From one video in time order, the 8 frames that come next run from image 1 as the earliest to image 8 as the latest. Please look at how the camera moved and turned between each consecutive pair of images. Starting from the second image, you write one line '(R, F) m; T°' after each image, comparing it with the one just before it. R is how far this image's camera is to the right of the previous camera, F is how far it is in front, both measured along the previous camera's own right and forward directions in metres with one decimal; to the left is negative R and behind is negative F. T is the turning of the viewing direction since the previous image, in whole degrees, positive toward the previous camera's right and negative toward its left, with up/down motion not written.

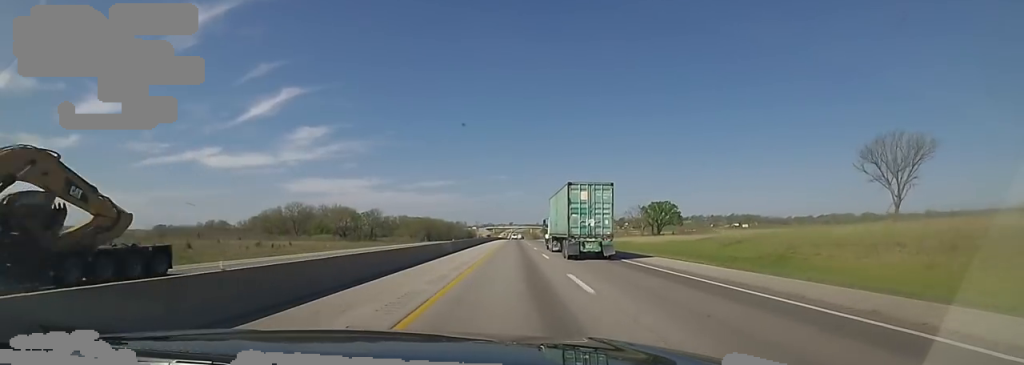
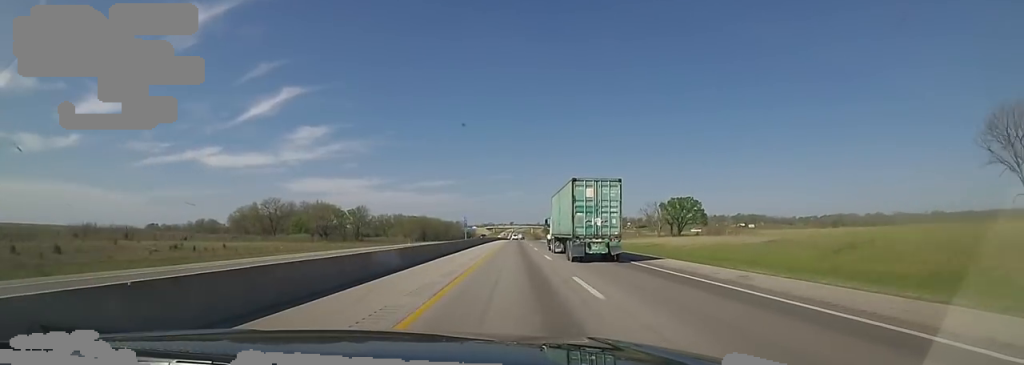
(+0.2, +16.0) m; -1°
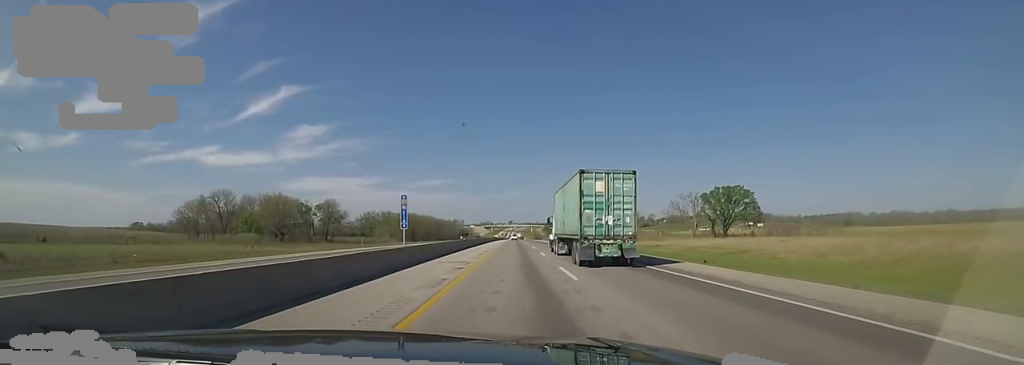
(-0.6, +25.8) m; 0°
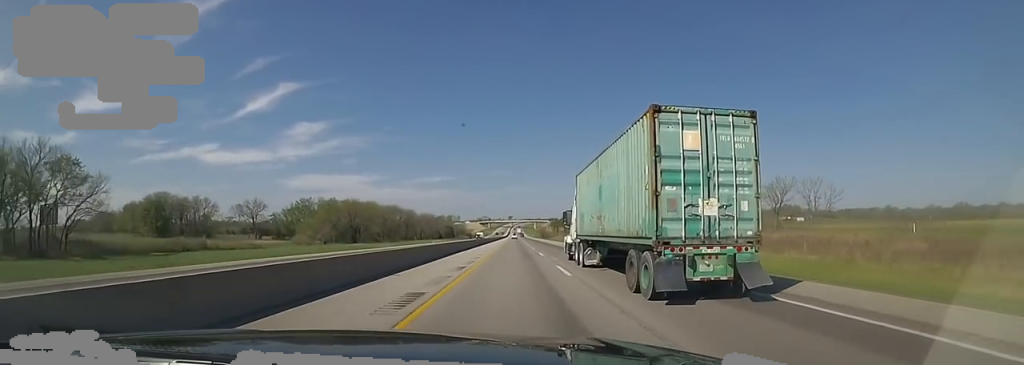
(+1.9, +88.6) m; 0°
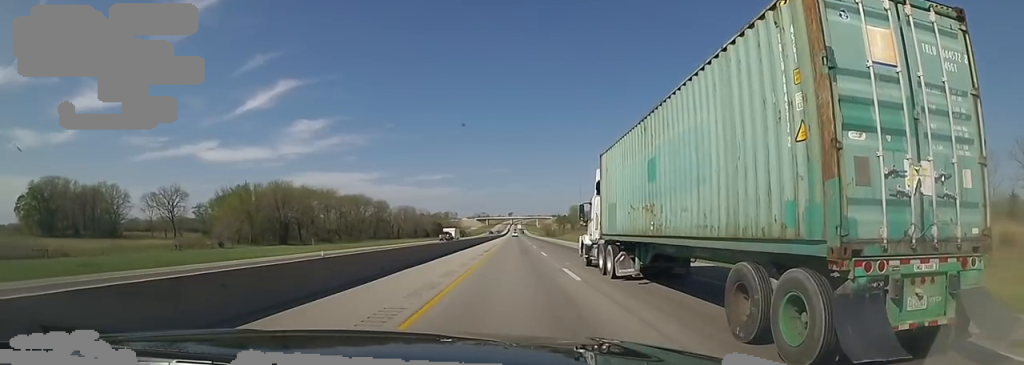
(-0.7, +47.5) m; +1°
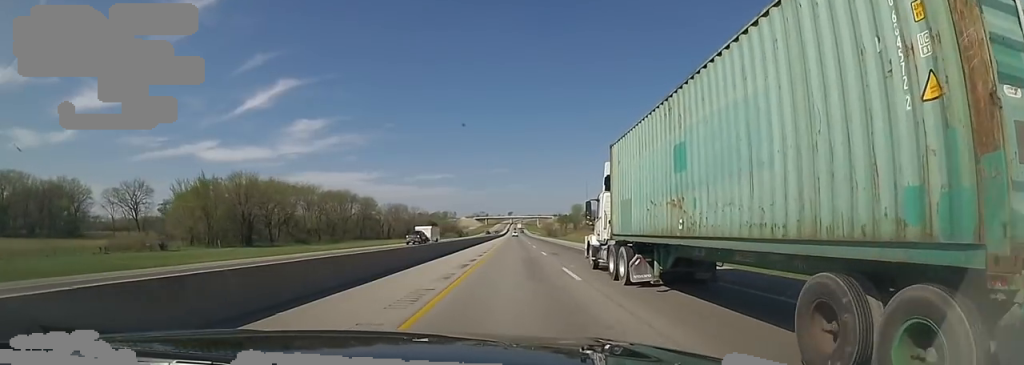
(+0.8, +15.1) m; 0°
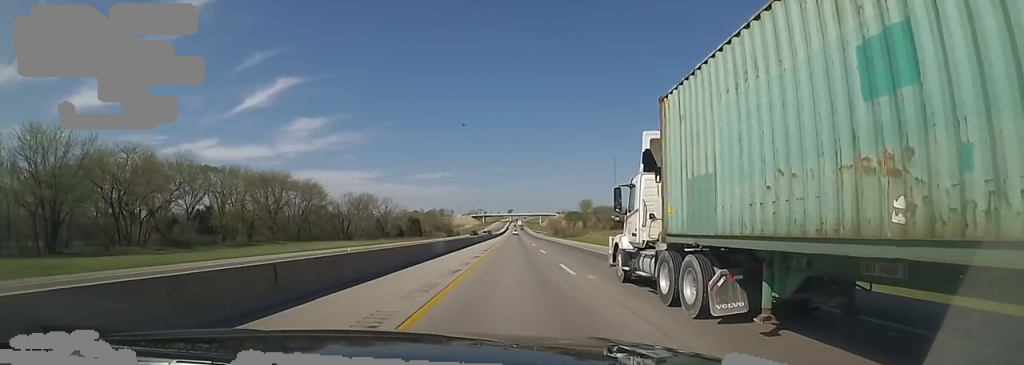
(-0.7, +44.1) m; -2°
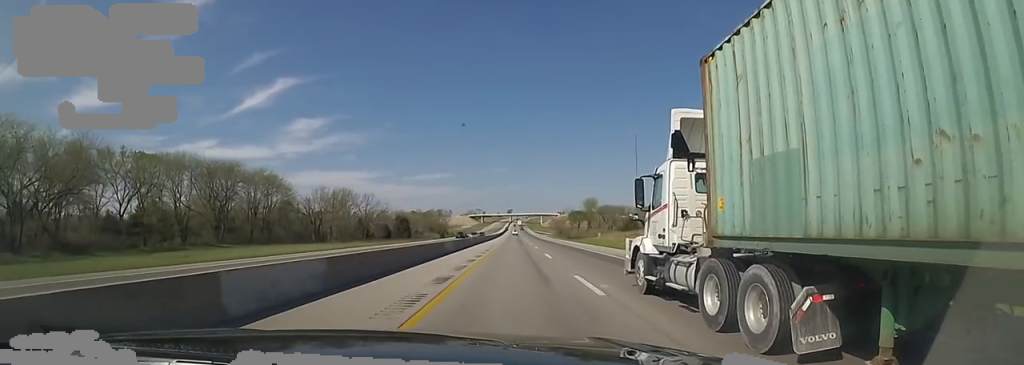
(-0.3, +20.2) m; 0°
